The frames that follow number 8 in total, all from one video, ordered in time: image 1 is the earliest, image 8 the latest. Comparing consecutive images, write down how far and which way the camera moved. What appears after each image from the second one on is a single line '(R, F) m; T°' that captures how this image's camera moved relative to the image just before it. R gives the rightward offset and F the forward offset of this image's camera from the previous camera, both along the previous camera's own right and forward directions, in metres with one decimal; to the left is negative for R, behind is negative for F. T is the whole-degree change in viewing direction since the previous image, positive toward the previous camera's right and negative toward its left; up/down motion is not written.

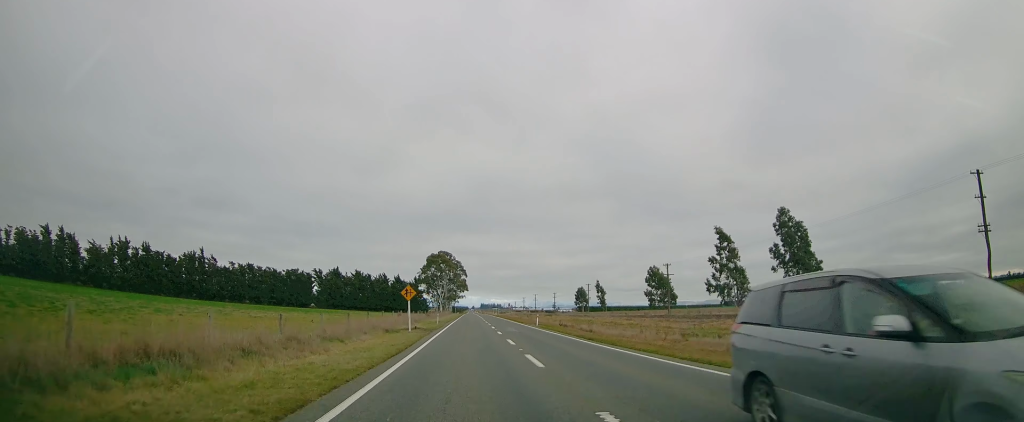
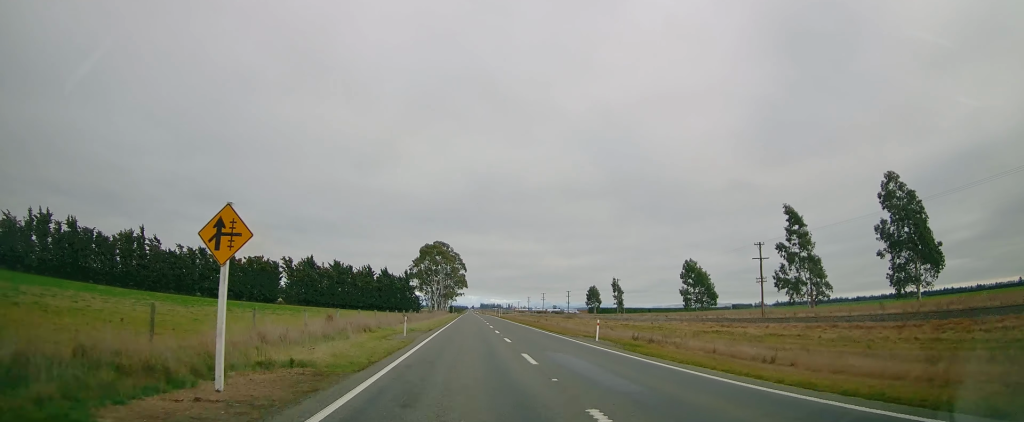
(+0.1, +27.3) m; 0°
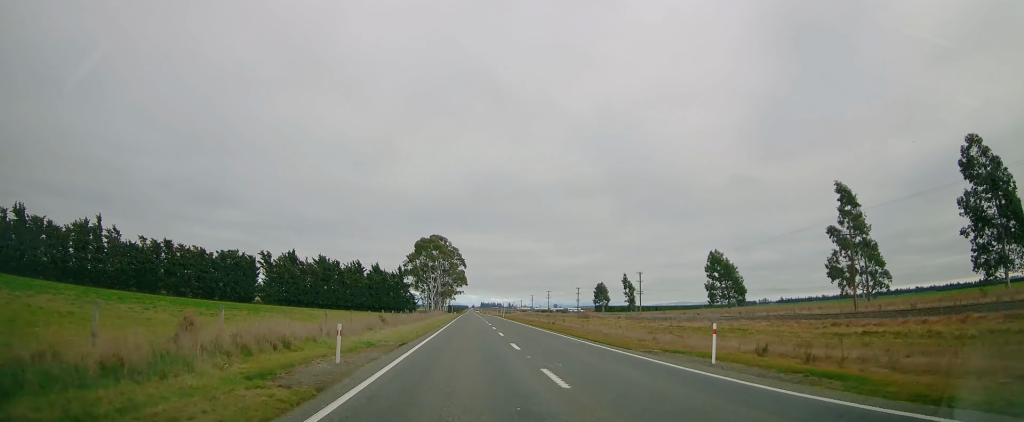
(0.0, +14.6) m; 0°
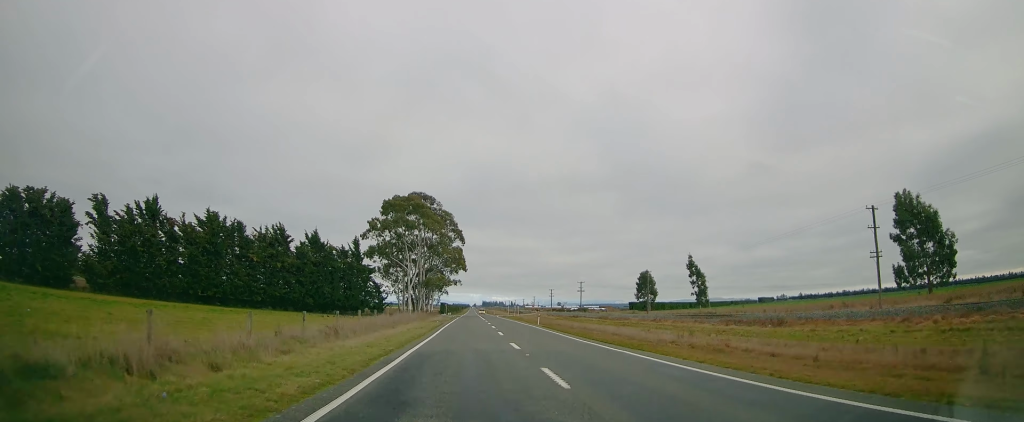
(0.0, +58.4) m; -1°
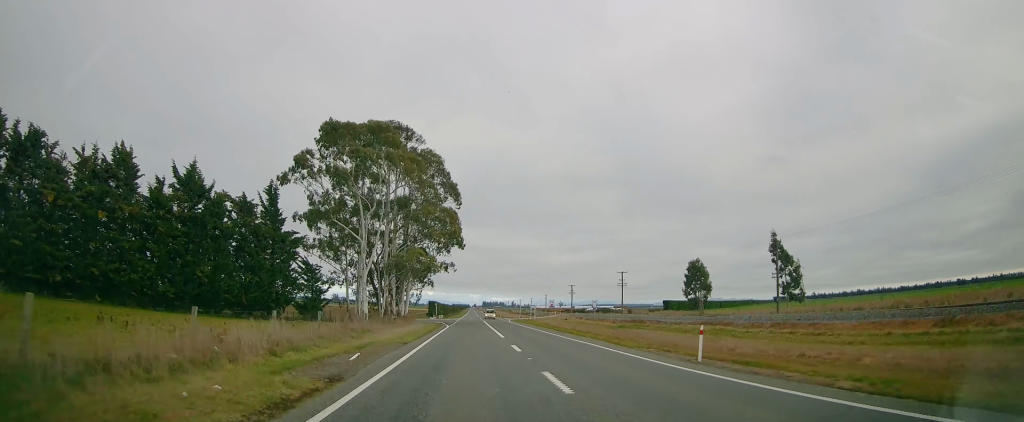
(-0.1, +40.1) m; 0°
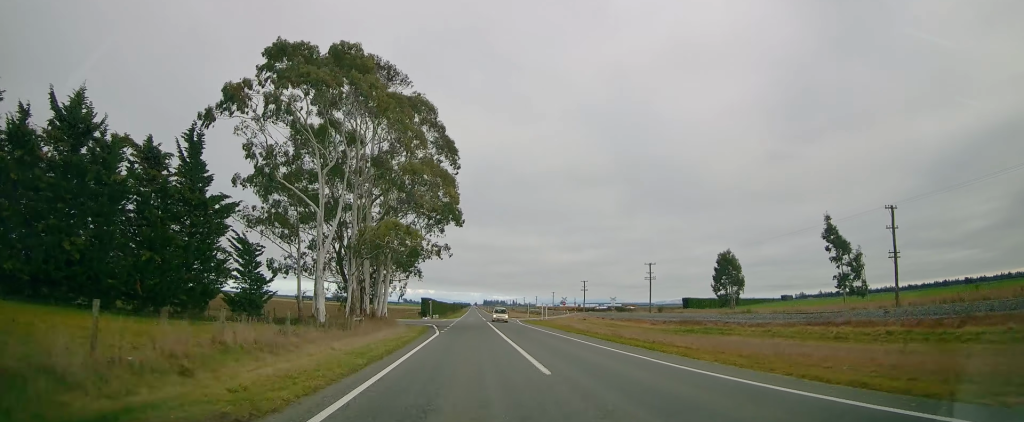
(-0.2, +16.5) m; +1°
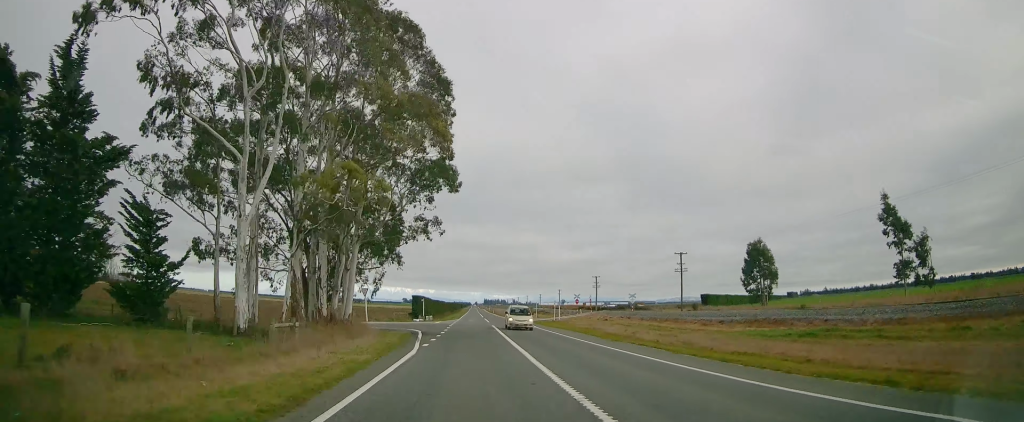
(+0.3, +14.6) m; 0°
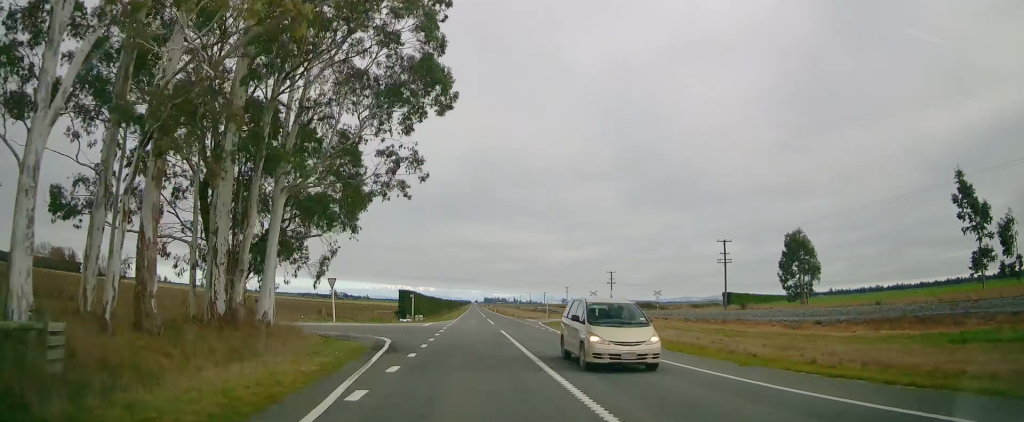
(+0.3, +13.6) m; 0°
